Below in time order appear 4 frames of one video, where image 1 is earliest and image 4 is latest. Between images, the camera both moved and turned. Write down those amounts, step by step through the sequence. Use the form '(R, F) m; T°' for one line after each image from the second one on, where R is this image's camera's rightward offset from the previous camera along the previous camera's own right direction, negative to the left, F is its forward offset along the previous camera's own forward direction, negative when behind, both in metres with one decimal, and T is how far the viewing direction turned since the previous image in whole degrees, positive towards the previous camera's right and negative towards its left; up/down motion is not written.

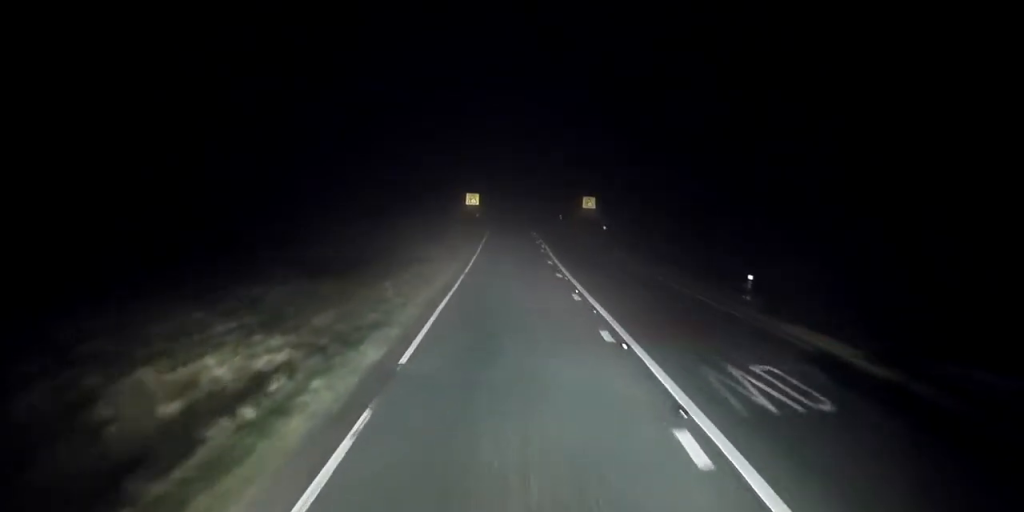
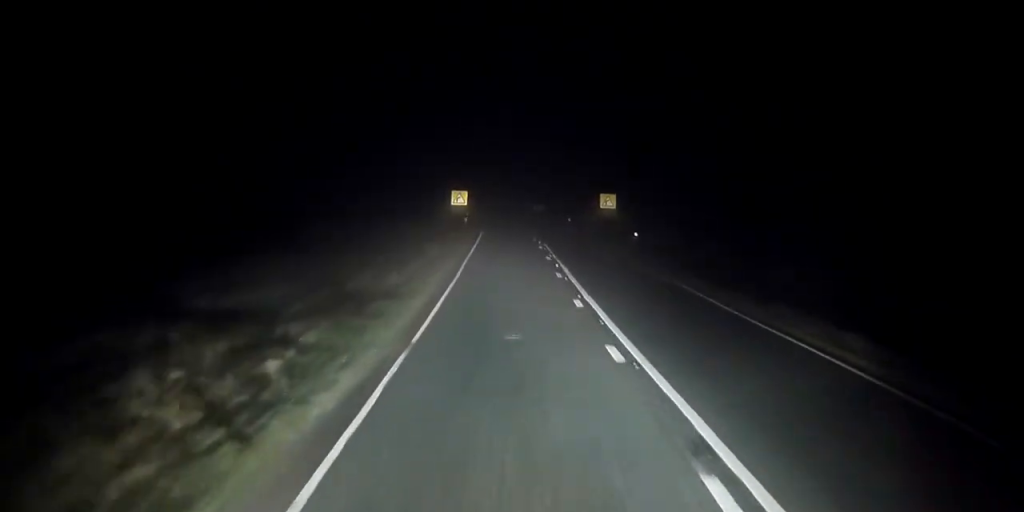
(-0.5, +13.1) m; -3°
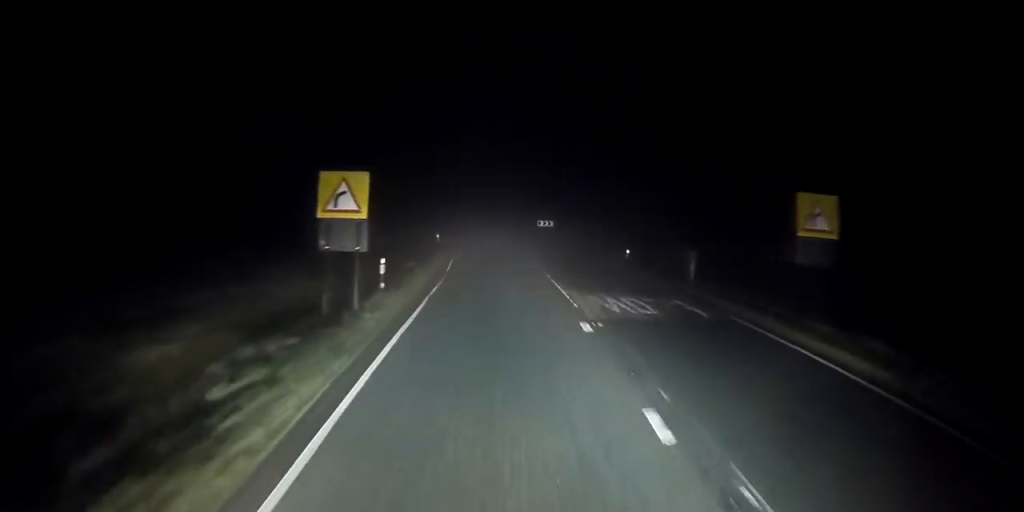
(-0.4, +32.3) m; -1°
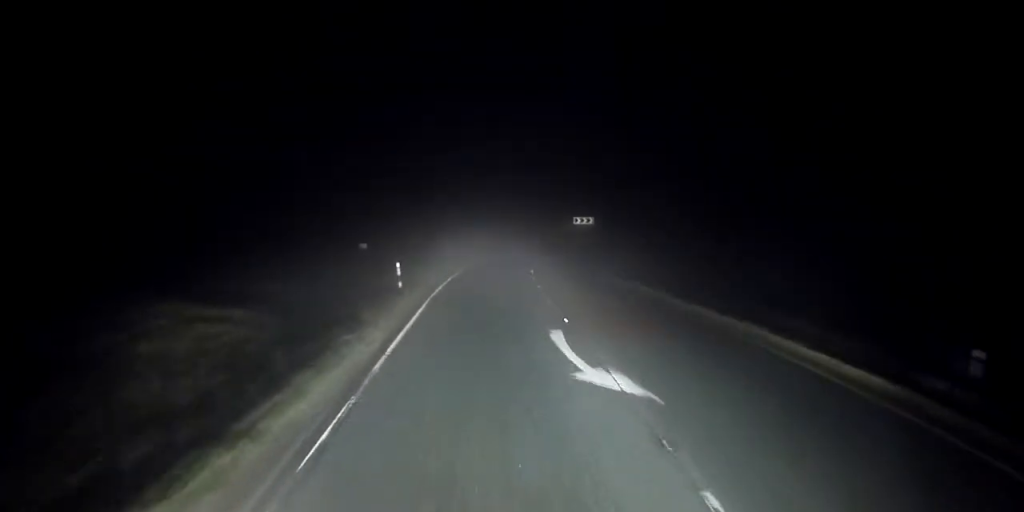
(-1.0, +24.2) m; -4°
